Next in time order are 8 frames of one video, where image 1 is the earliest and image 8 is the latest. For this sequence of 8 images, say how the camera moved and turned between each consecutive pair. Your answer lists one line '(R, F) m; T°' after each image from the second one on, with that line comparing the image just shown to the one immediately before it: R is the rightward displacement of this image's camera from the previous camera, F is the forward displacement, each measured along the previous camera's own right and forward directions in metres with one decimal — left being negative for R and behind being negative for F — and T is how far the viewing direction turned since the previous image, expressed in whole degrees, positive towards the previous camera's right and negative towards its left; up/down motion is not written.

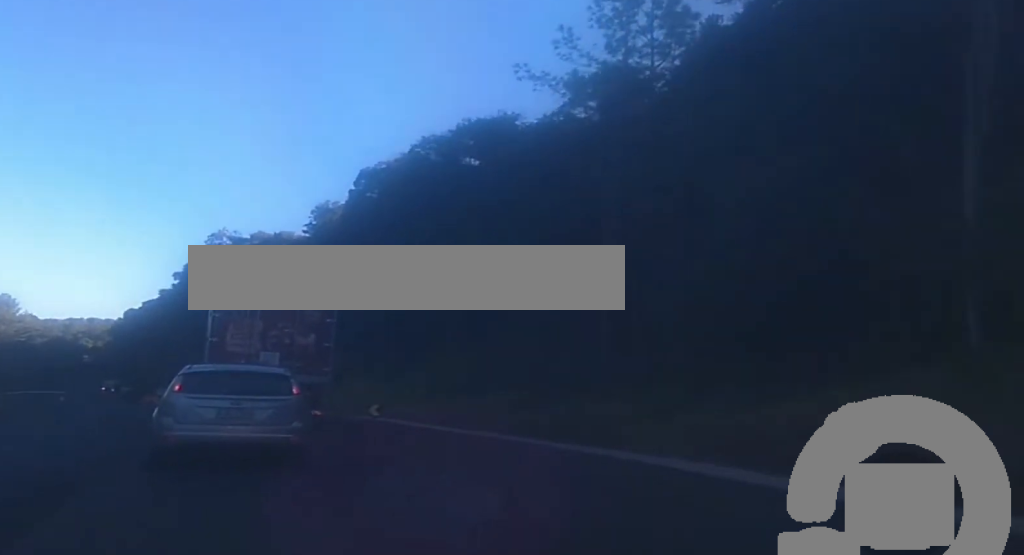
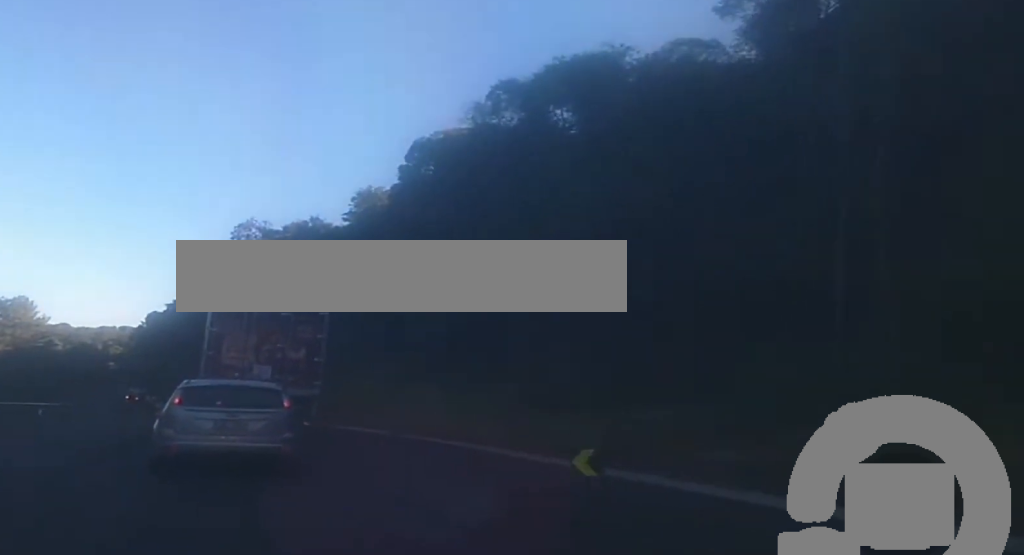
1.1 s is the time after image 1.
(-0.2, +14.5) m; -1°
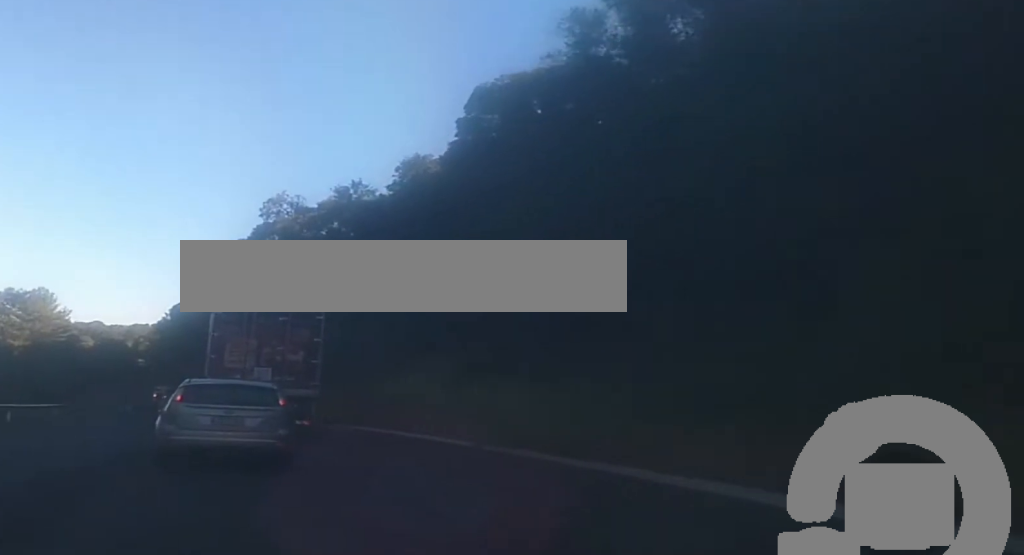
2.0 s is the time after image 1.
(0.0, +12.5) m; -2°
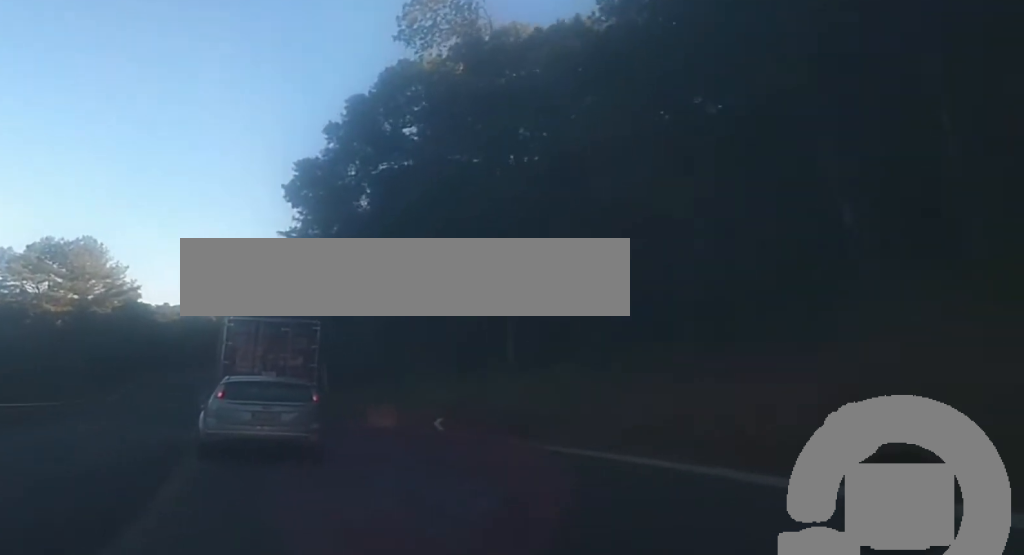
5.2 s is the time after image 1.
(-2.9, +45.6) m; -5°
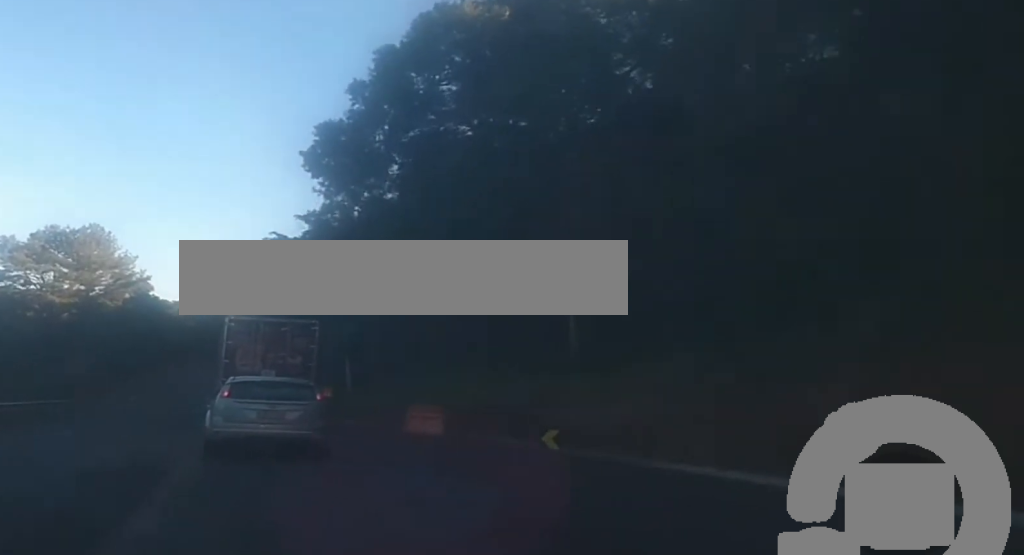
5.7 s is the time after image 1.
(0.0, +7.5) m; -1°
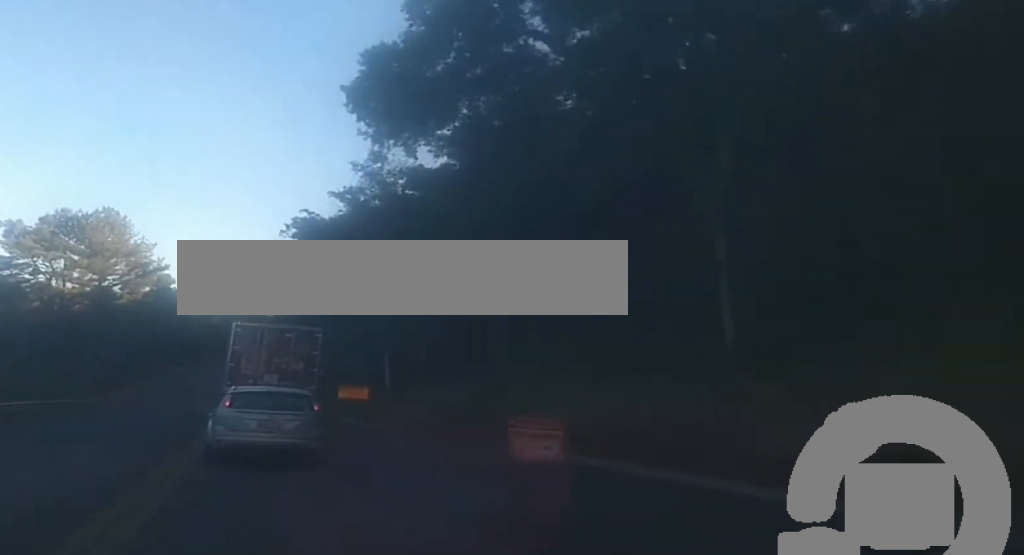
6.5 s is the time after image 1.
(-0.2, +11.4) m; -1°
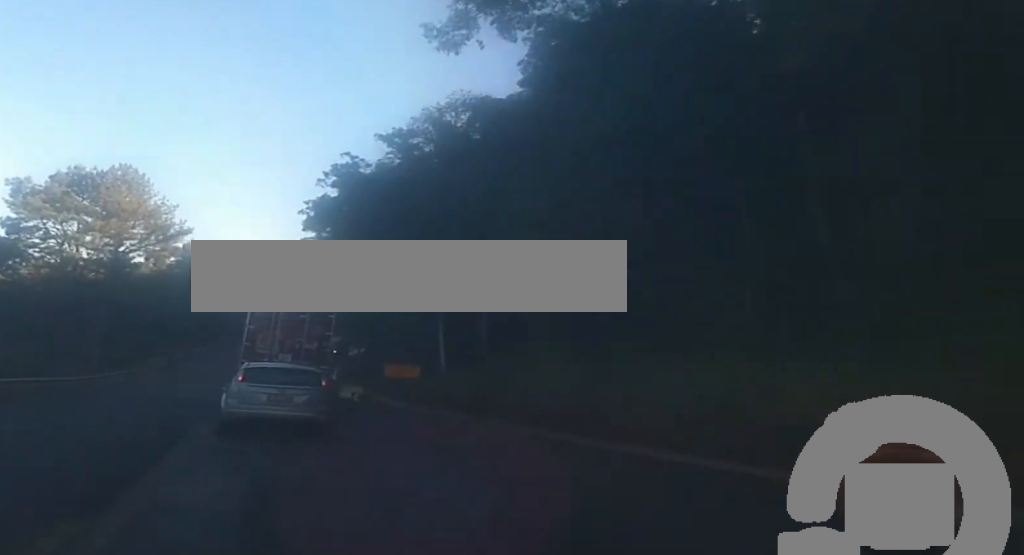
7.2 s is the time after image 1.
(-0.2, +12.3) m; -1°
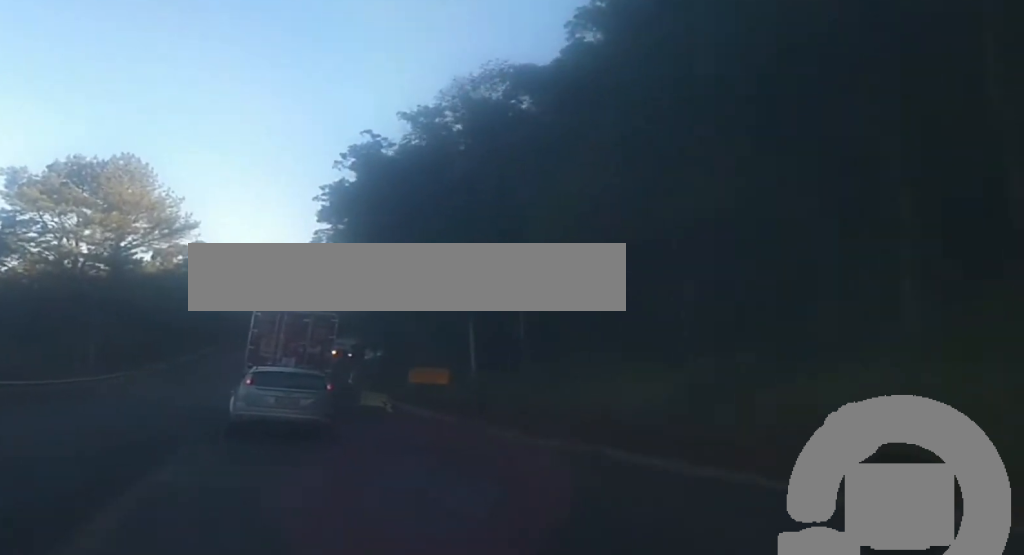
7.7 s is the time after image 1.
(0.0, +7.7) m; 0°
